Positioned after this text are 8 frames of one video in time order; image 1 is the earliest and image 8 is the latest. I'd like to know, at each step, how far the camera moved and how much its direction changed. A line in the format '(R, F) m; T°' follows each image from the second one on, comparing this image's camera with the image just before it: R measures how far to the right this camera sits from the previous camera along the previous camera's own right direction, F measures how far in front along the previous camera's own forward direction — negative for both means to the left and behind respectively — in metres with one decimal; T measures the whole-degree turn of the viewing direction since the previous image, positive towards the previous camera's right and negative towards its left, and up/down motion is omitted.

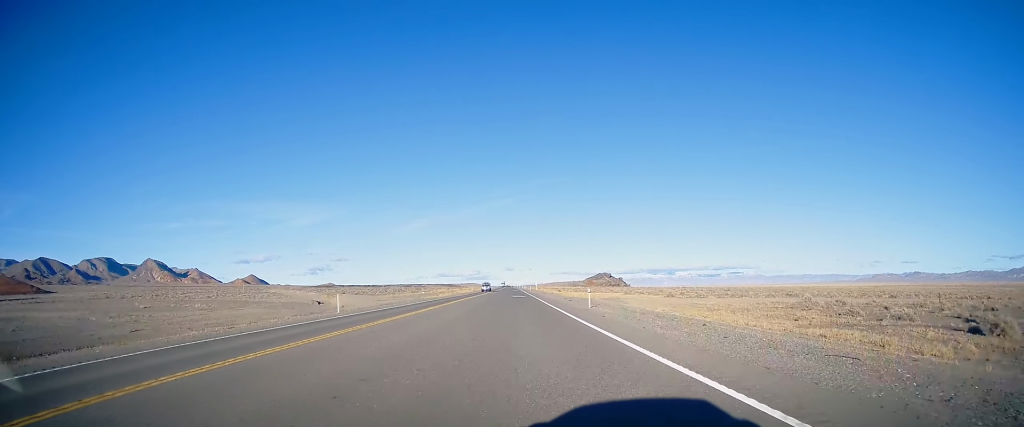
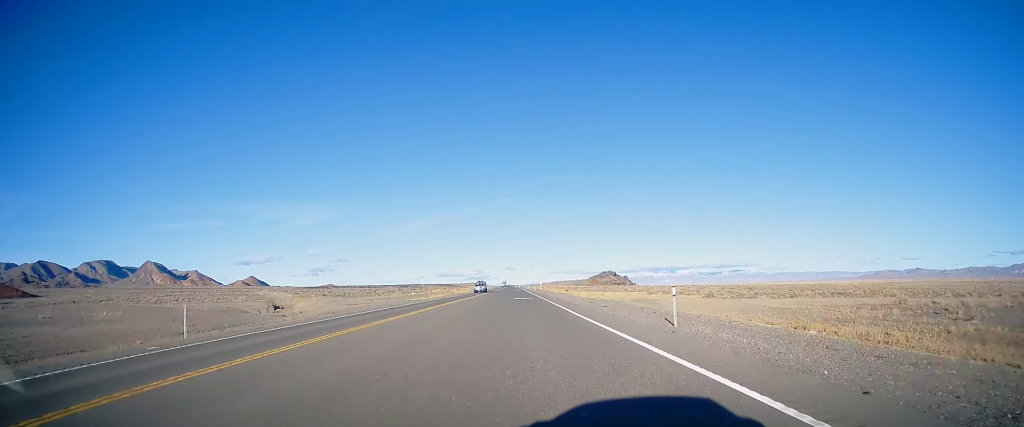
(-0.1, +18.5) m; 0°
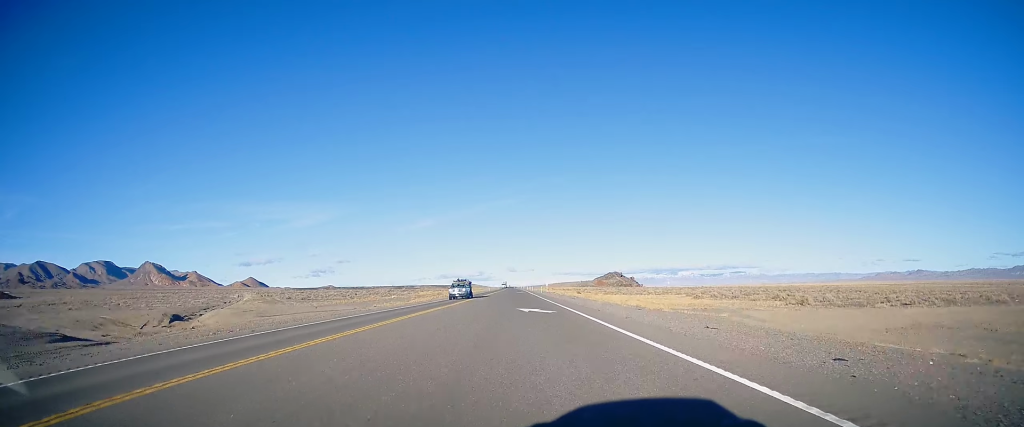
(-0.1, +25.2) m; 0°
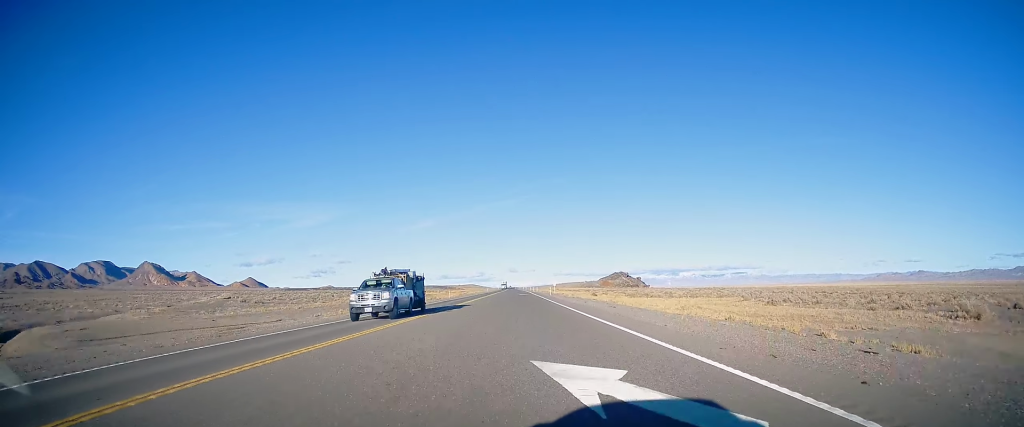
(-0.2, +22.6) m; 0°
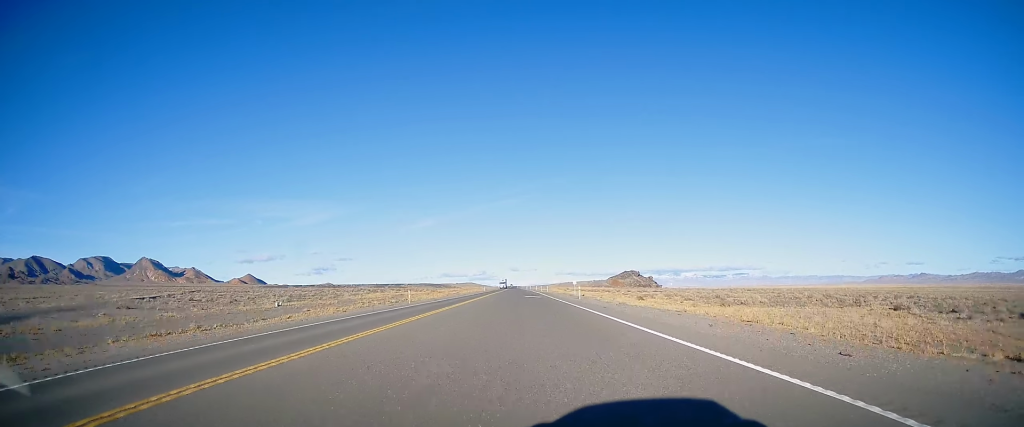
(+0.2, +37.3) m; 0°
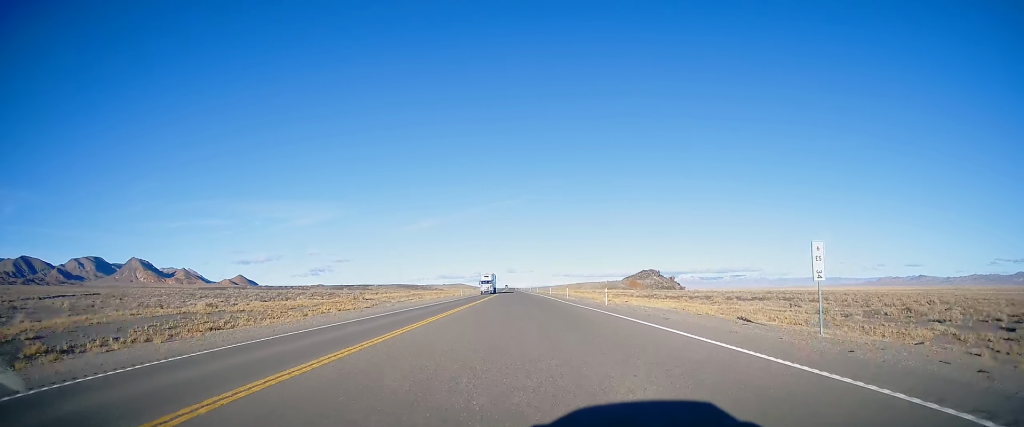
(-0.1, +73.2) m; 0°
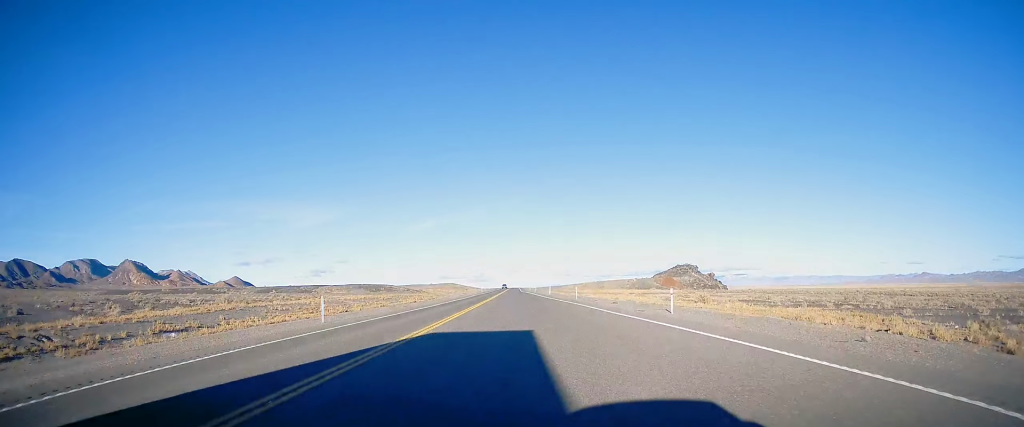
(-0.2, +77.2) m; 0°
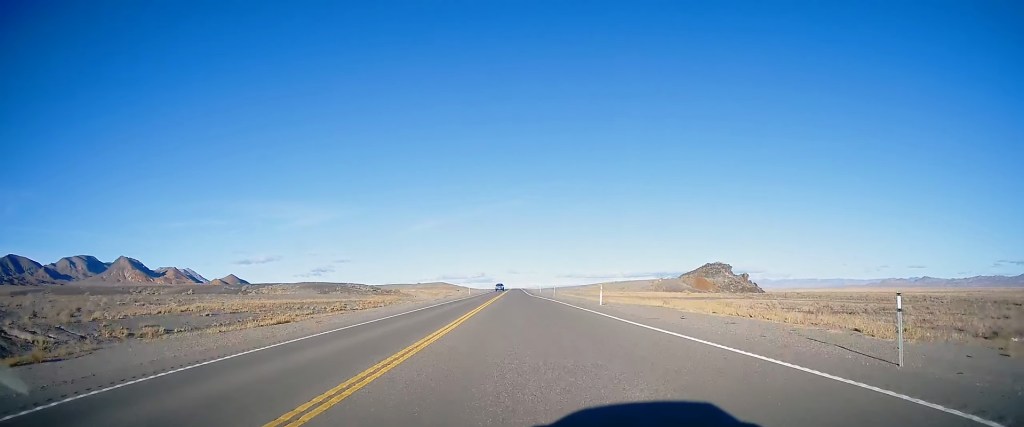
(+0.2, +47.9) m; 0°
